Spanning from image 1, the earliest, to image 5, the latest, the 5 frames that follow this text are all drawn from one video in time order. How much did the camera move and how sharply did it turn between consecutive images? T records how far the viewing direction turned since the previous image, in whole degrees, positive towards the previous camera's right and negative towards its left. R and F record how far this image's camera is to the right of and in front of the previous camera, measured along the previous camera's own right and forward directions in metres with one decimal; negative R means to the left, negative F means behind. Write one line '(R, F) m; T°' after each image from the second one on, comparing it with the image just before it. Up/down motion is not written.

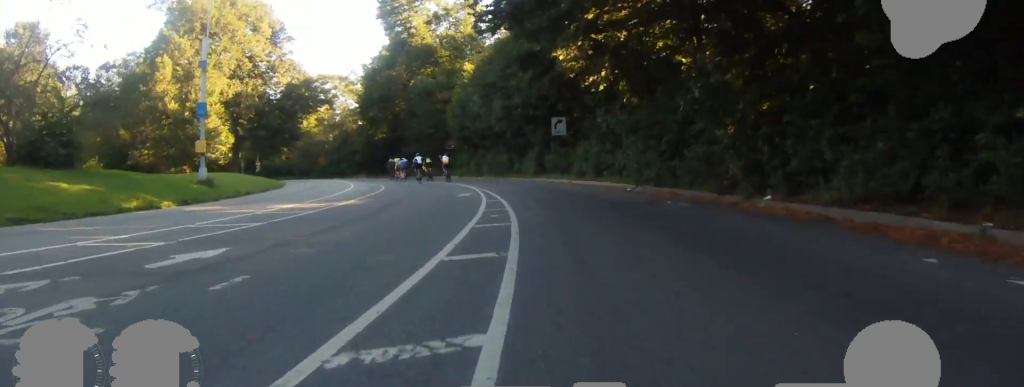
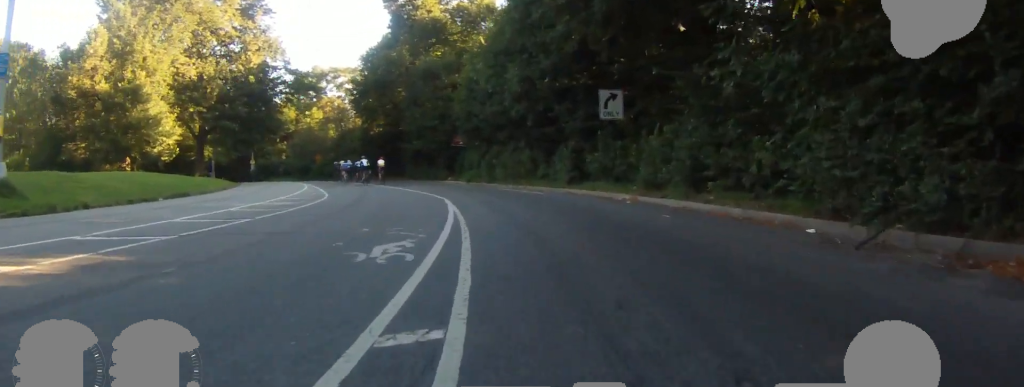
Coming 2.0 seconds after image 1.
(0.0, +11.5) m; 0°
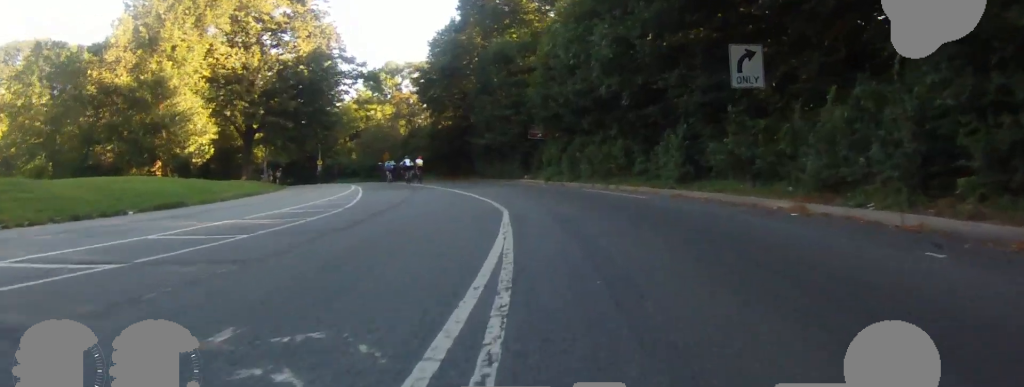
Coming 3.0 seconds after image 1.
(0.0, +5.6) m; 0°
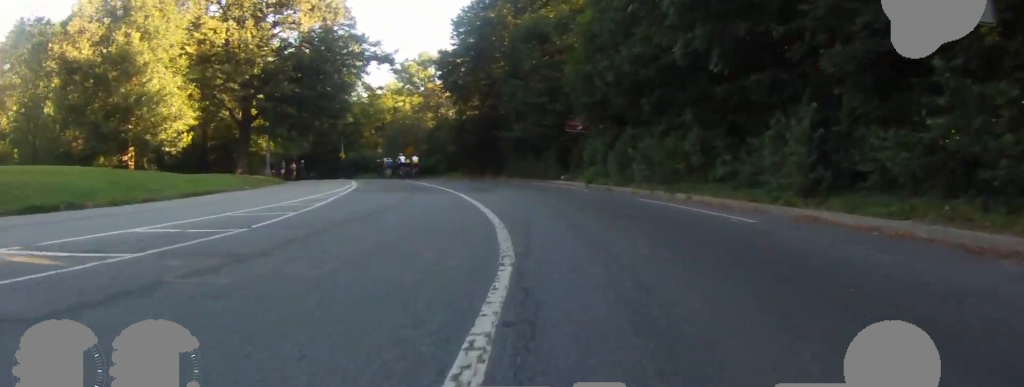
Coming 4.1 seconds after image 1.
(0.0, +5.9) m; 0°
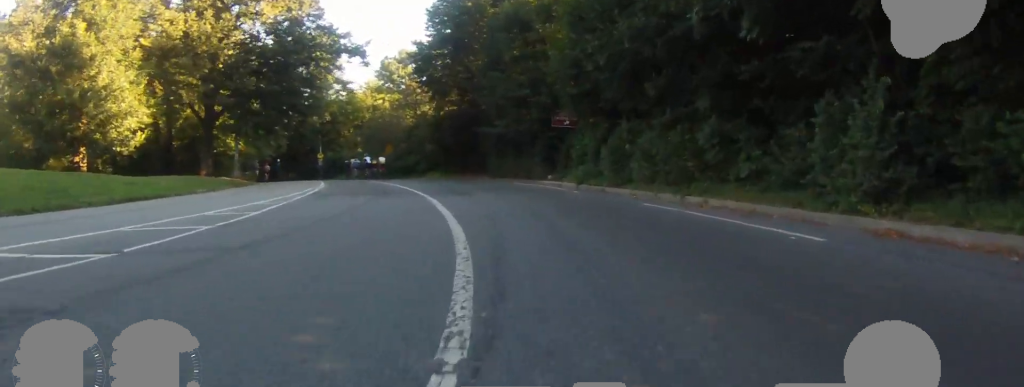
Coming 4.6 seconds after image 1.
(0.0, +2.6) m; 0°
